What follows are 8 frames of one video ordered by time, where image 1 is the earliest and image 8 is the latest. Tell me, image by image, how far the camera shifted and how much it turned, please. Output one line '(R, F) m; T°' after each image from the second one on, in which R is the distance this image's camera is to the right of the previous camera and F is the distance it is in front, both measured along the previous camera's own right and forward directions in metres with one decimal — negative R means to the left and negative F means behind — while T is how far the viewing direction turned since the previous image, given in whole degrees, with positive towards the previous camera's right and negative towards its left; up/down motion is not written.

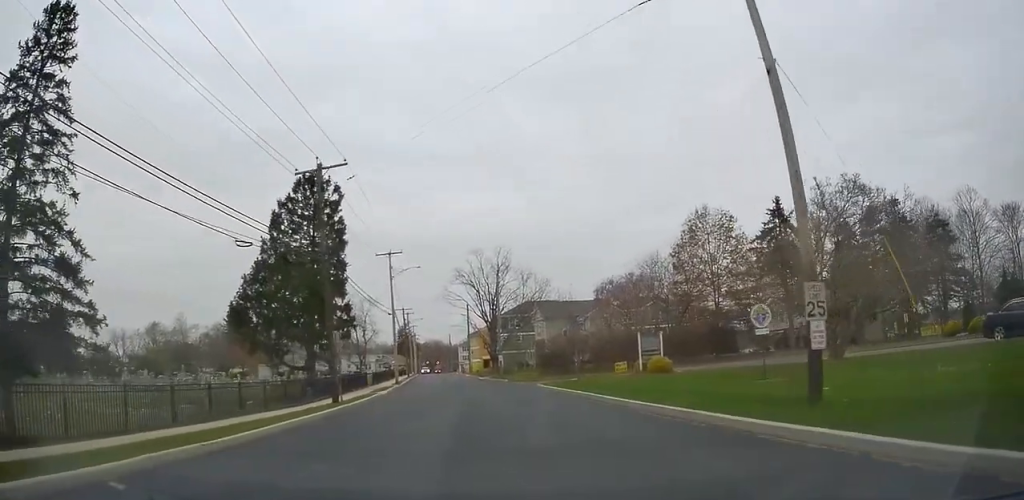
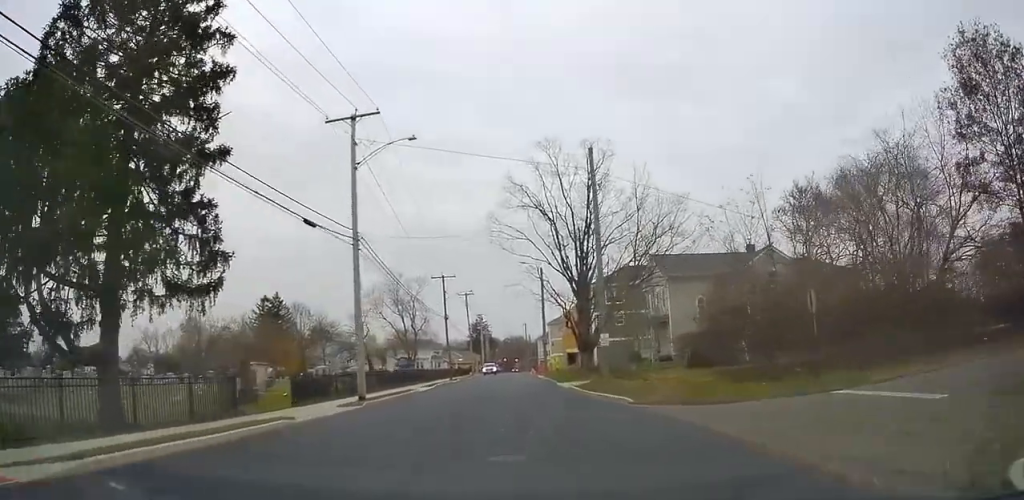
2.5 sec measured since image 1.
(-2.5, +31.1) m; -7°
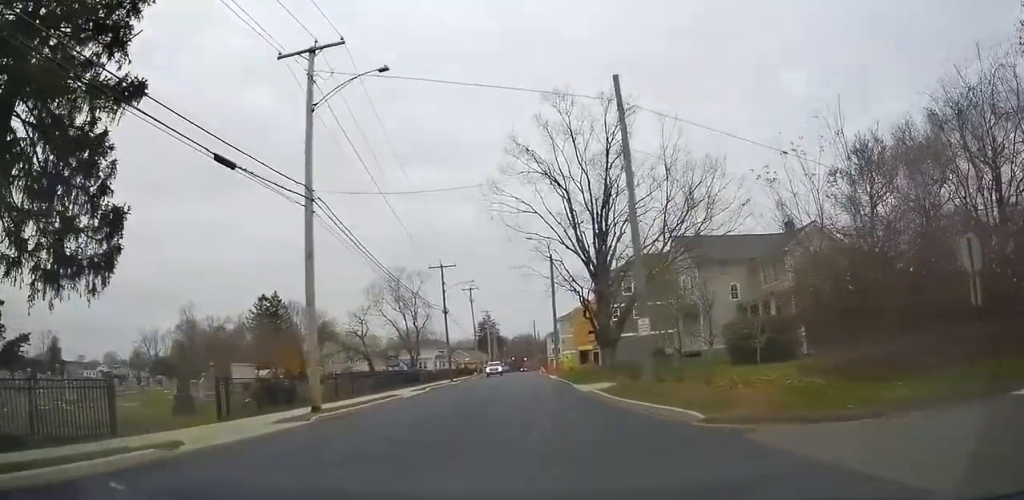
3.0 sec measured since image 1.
(+0.1, +6.2) m; -1°
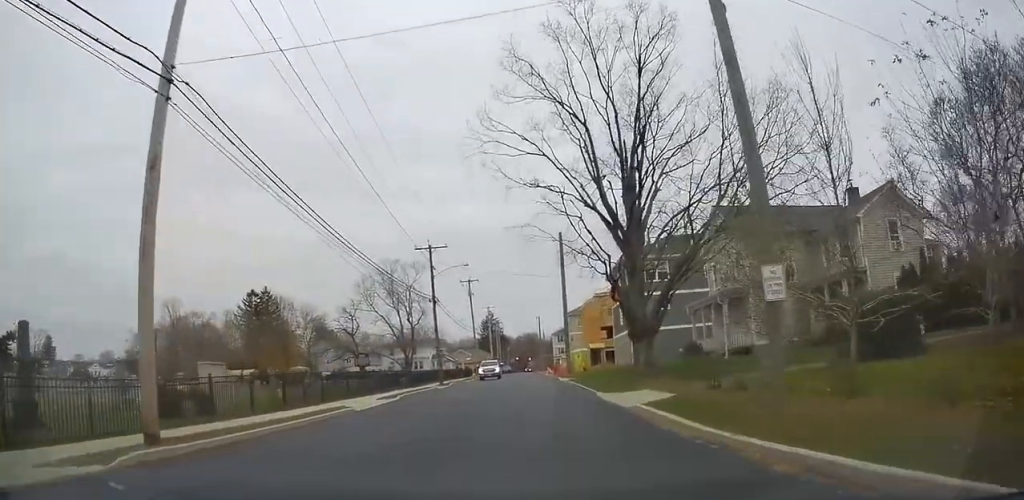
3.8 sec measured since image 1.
(-0.2, +8.6) m; -1°
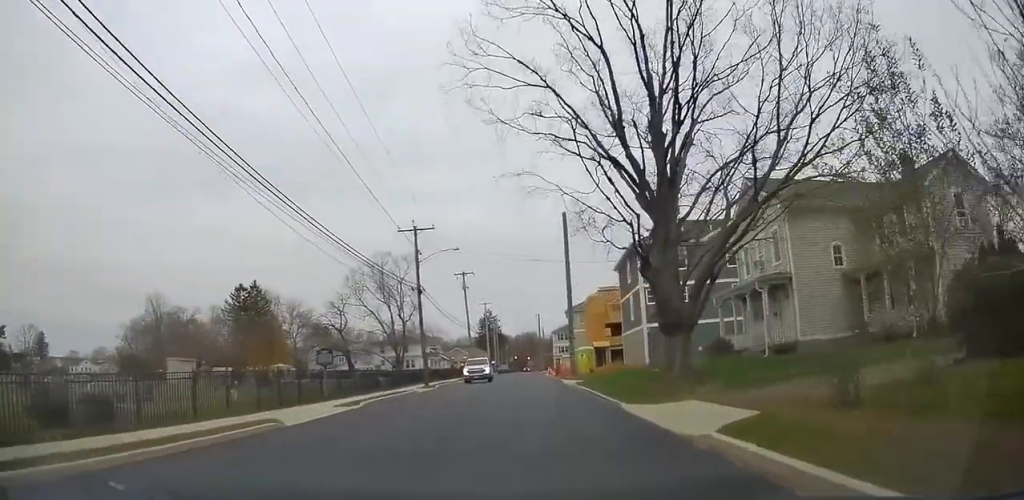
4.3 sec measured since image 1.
(0.0, +5.8) m; -1°
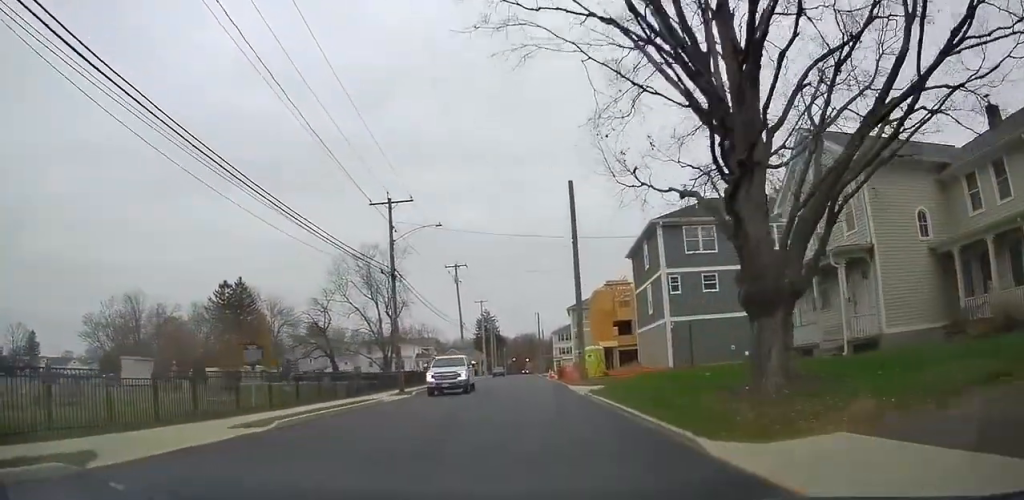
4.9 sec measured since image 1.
(0.0, +7.1) m; 0°
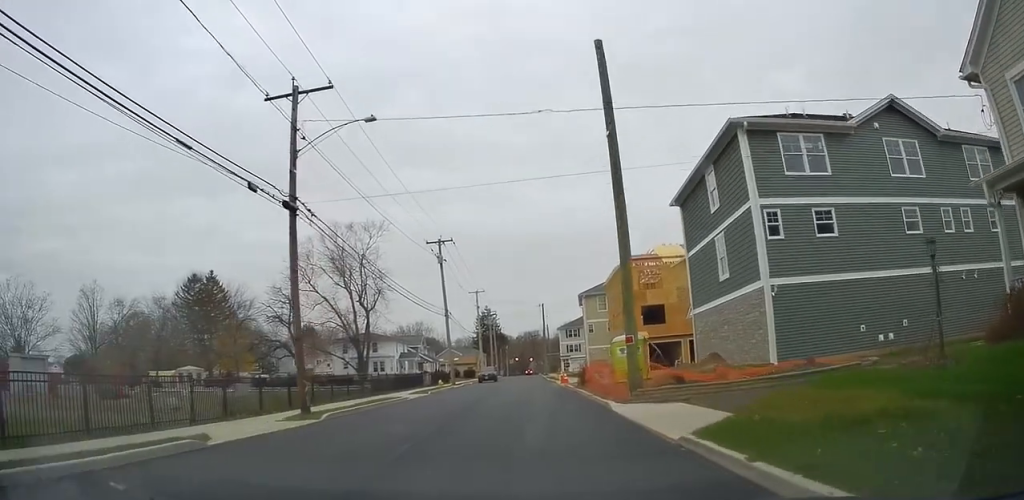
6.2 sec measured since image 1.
(0.0, +14.1) m; 0°
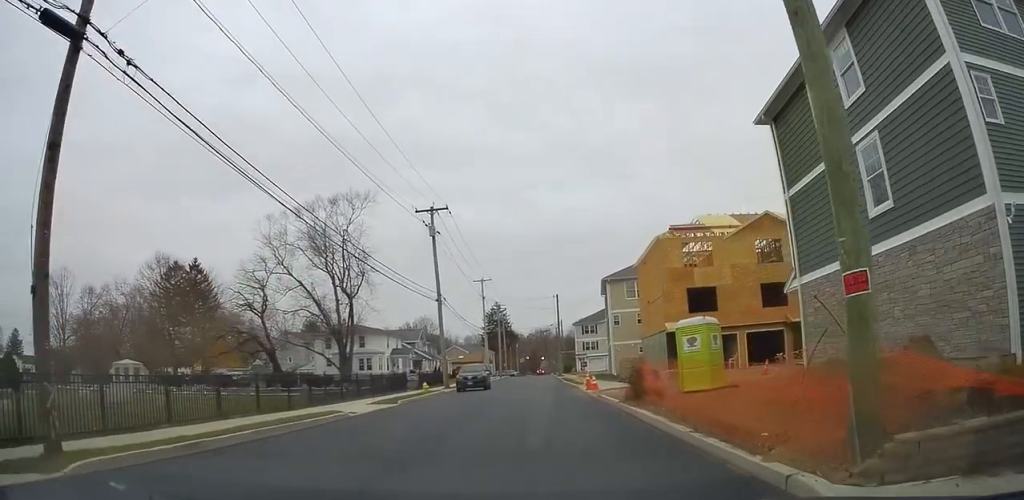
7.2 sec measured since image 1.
(-0.1, +10.8) m; -1°
